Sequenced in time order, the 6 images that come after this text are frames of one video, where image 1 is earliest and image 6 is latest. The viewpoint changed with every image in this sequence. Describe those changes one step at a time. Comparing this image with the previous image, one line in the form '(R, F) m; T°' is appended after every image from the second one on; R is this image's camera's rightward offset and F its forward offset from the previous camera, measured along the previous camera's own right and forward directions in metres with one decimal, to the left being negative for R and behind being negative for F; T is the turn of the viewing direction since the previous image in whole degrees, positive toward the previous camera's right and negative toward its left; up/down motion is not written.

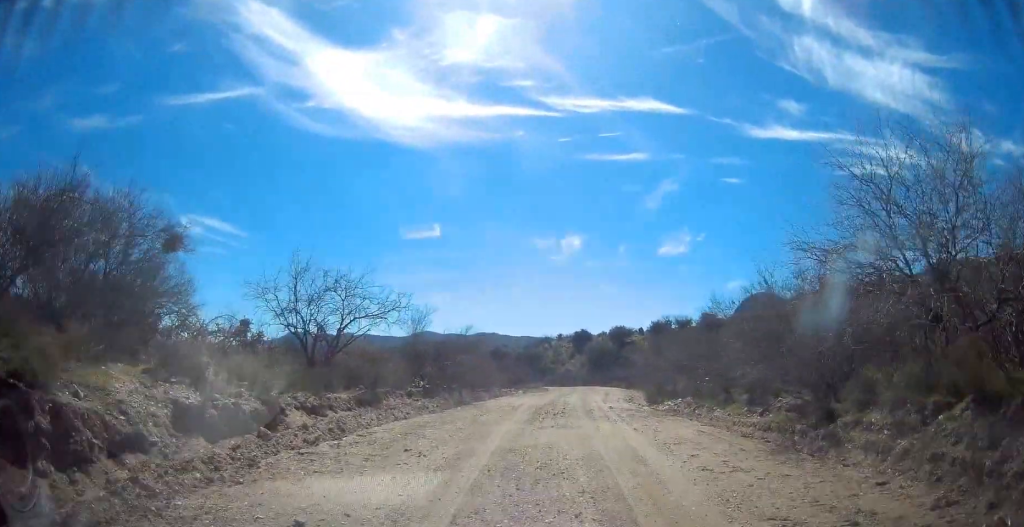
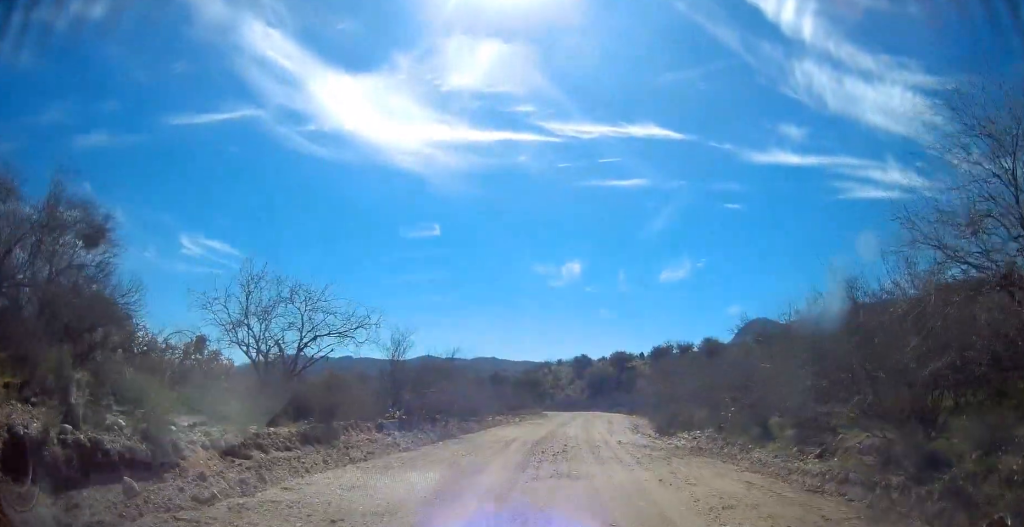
(-0.3, +2.6) m; 0°
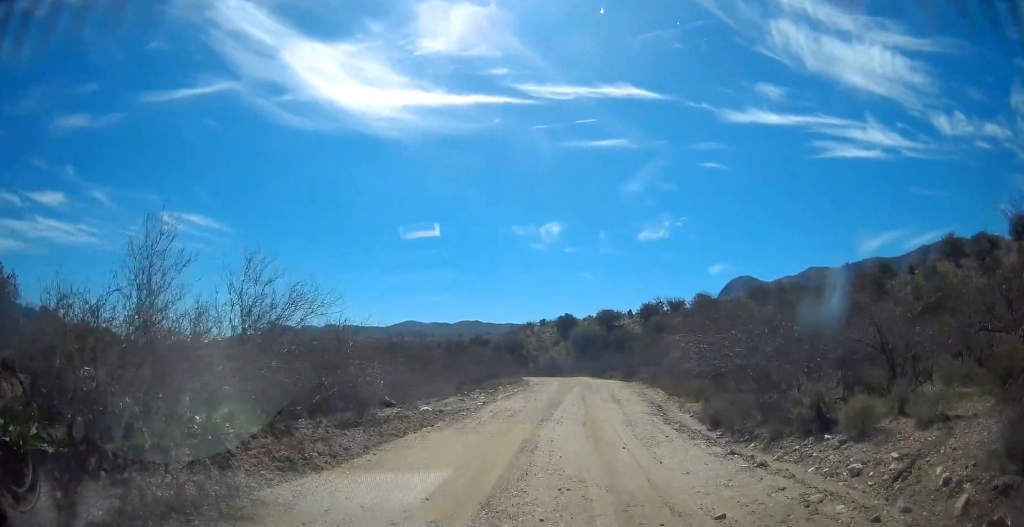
(+0.8, +10.7) m; +3°
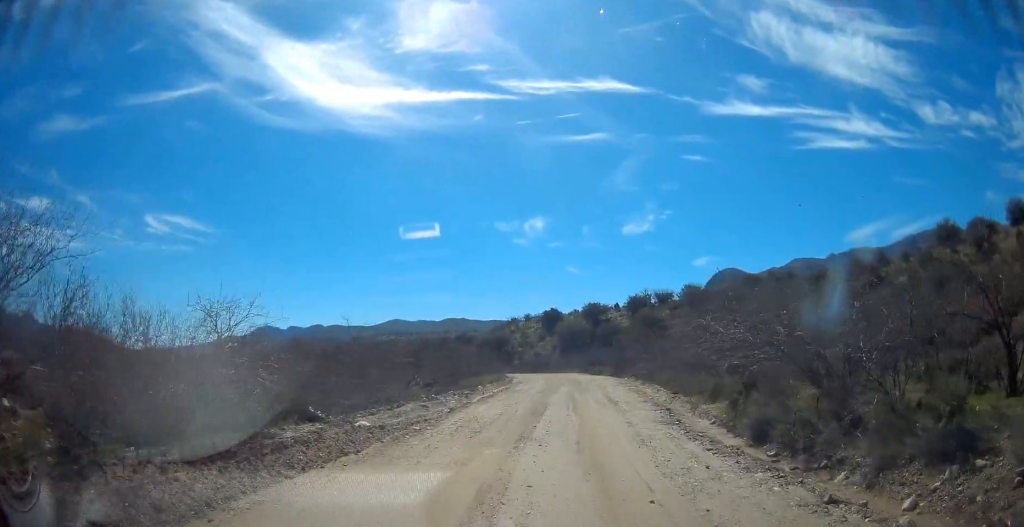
(-0.2, +3.9) m; -2°
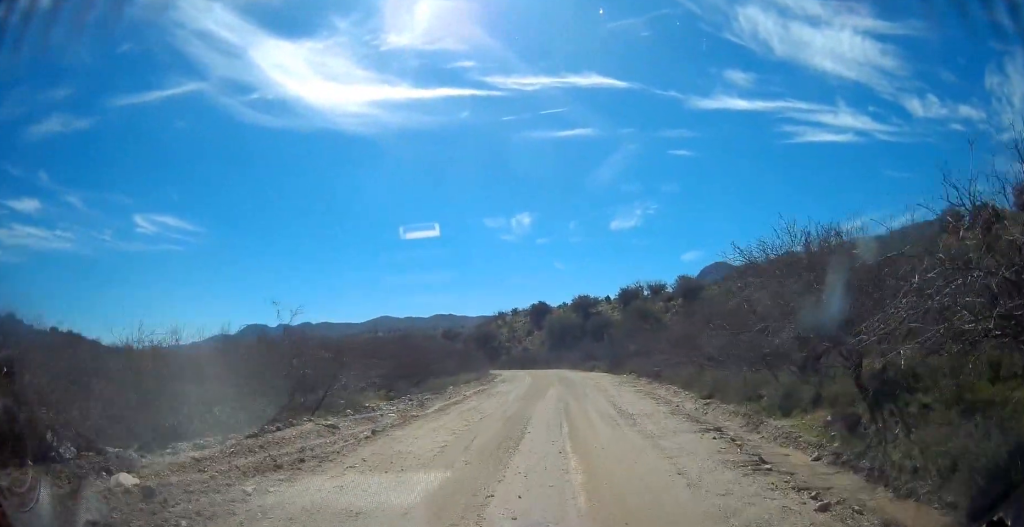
(0.0, +6.3) m; +1°
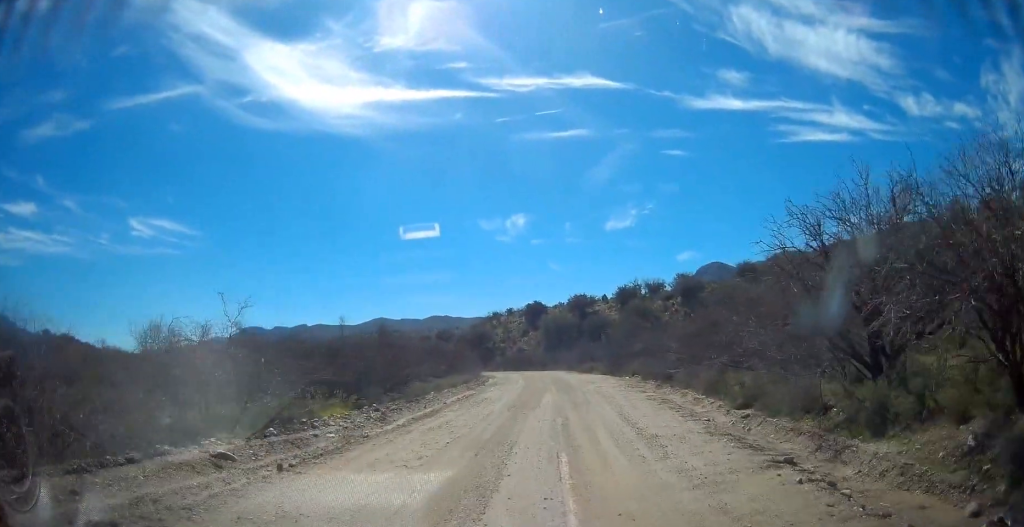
(+0.3, +3.6) m; 0°
